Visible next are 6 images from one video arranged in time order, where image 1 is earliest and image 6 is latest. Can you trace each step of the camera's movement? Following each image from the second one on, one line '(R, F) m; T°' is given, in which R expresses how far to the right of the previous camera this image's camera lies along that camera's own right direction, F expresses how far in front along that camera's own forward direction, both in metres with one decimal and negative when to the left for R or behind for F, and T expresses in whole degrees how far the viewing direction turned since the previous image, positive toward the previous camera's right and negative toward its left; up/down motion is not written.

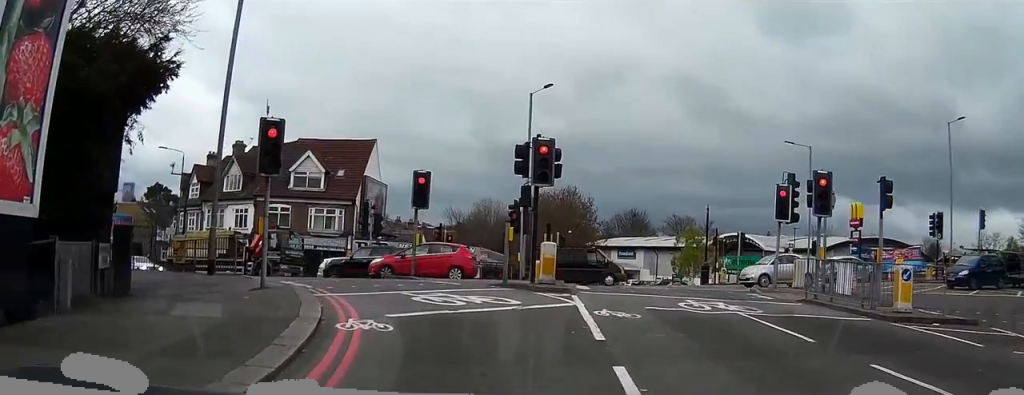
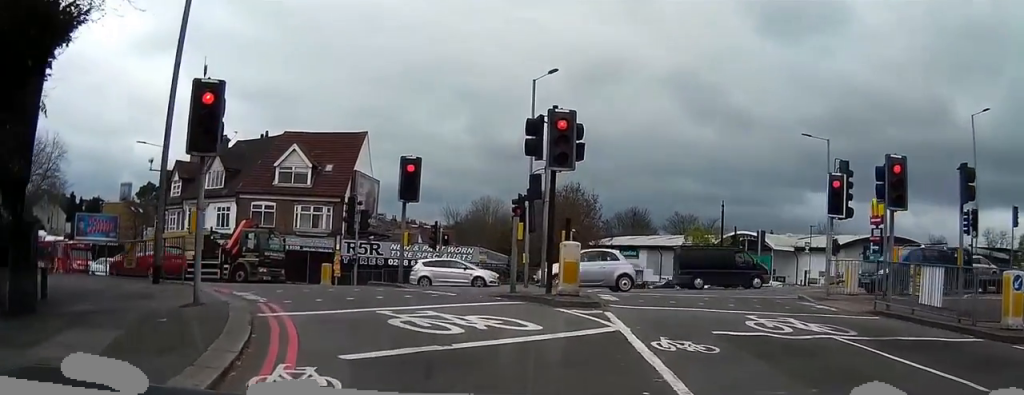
(0.0, +3.2) m; +2°
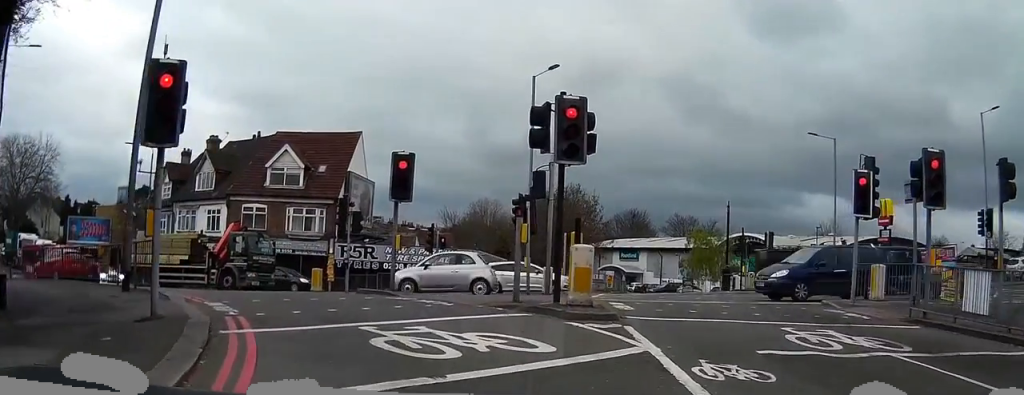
(0.0, +1.1) m; +2°
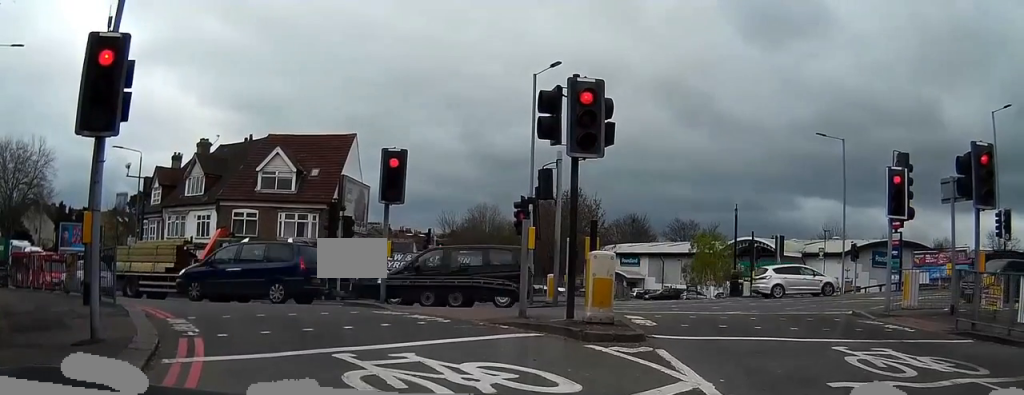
(+0.2, +1.0) m; +1°
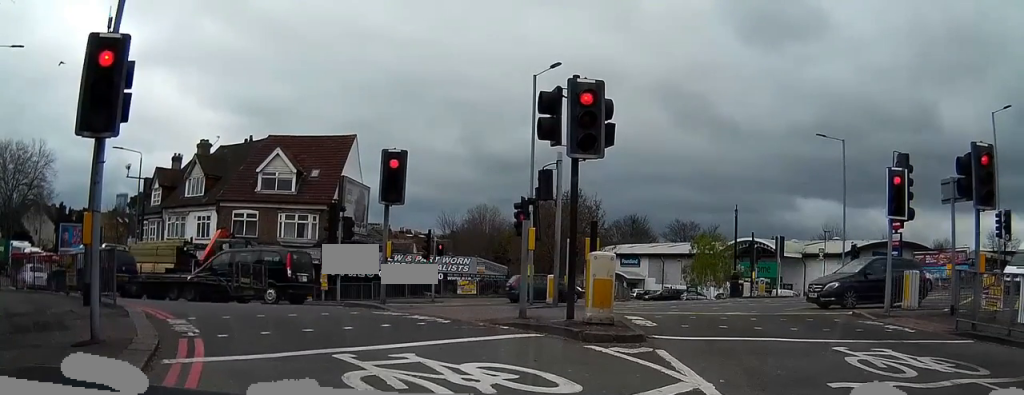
(0.0, 0.0) m; 0°
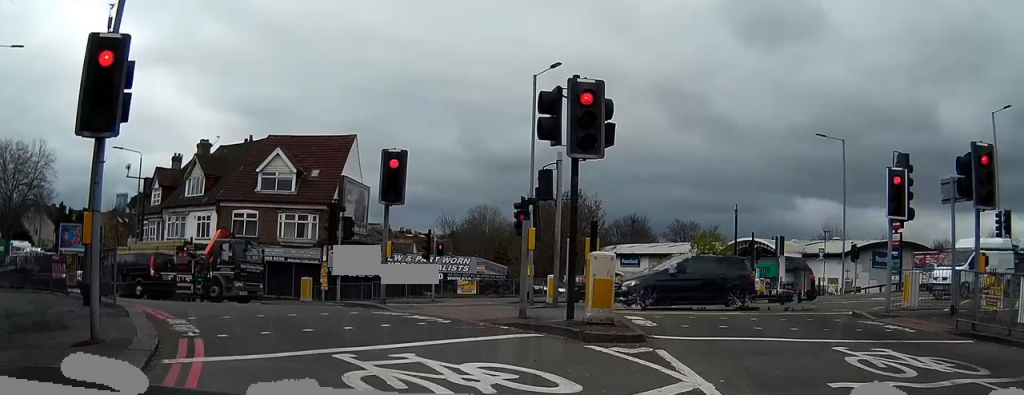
(0.0, 0.0) m; 0°
